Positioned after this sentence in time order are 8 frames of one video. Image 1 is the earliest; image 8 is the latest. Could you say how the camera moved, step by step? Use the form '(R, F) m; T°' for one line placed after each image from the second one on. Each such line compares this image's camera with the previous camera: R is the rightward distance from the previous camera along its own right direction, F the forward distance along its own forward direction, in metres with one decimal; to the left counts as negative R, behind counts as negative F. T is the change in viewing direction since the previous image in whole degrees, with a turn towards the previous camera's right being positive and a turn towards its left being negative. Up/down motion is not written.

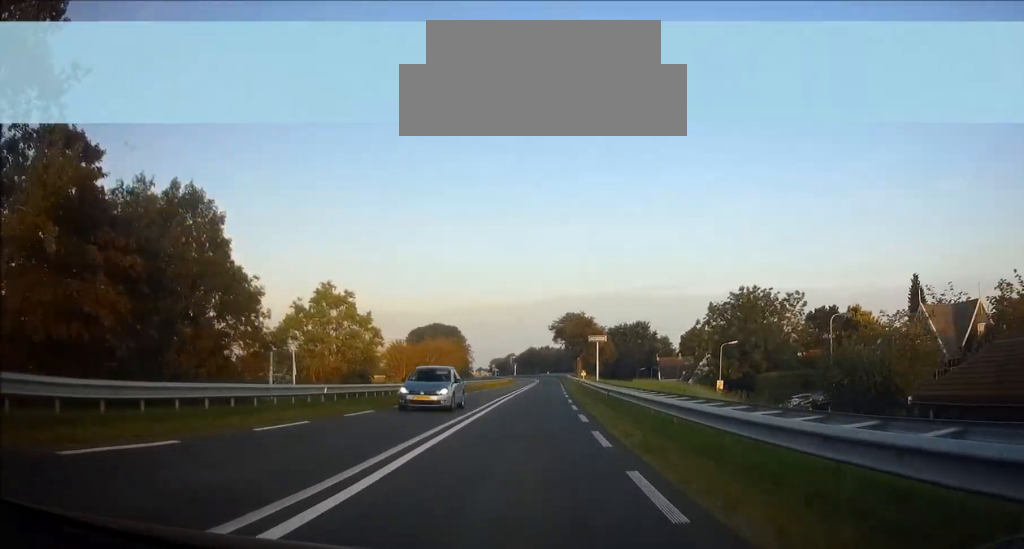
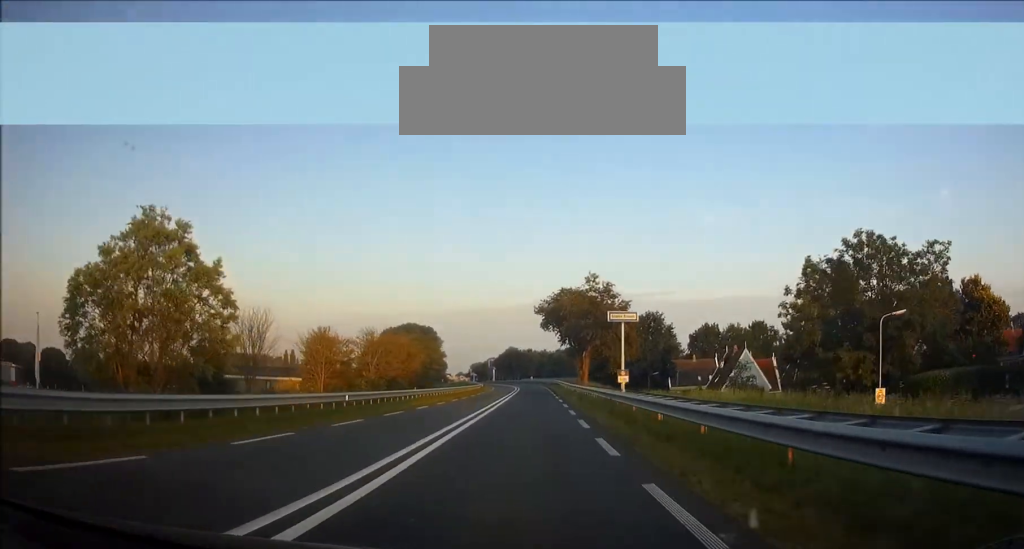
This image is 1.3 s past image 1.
(+0.4, +30.5) m; +1°
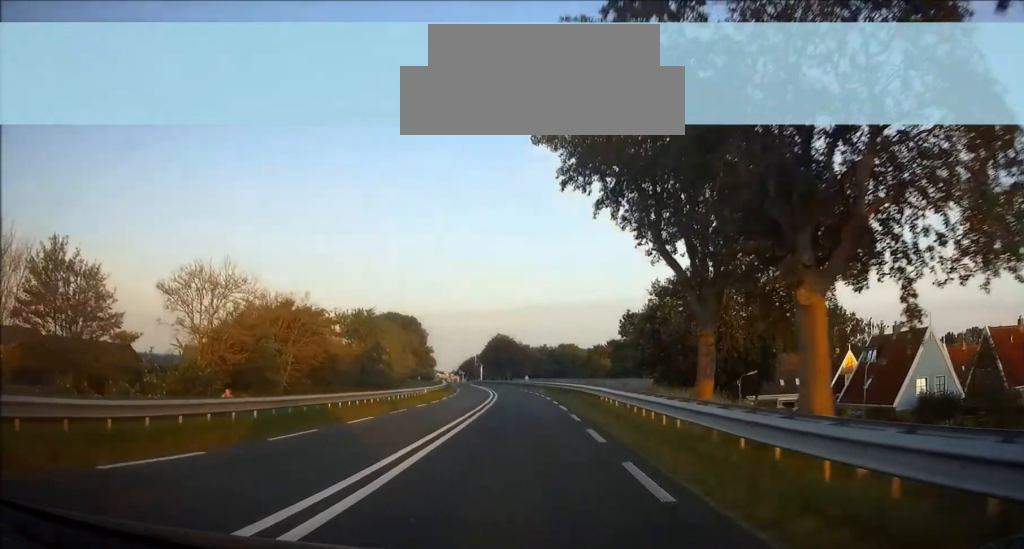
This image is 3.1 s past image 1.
(+0.4, +44.8) m; -1°
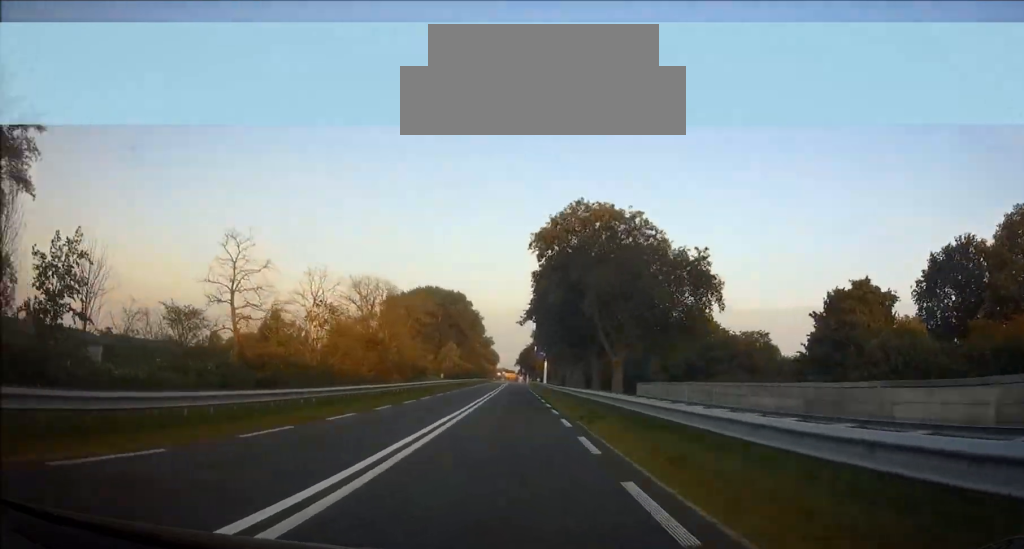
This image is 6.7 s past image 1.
(-4.5, +83.9) m; -6°
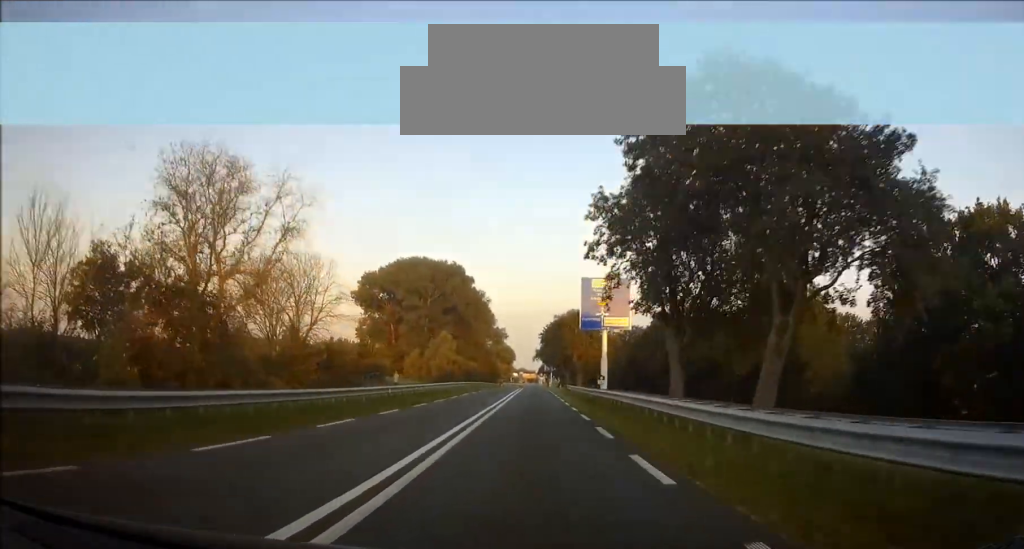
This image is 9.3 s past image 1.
(-1.3, +61.7) m; -2°
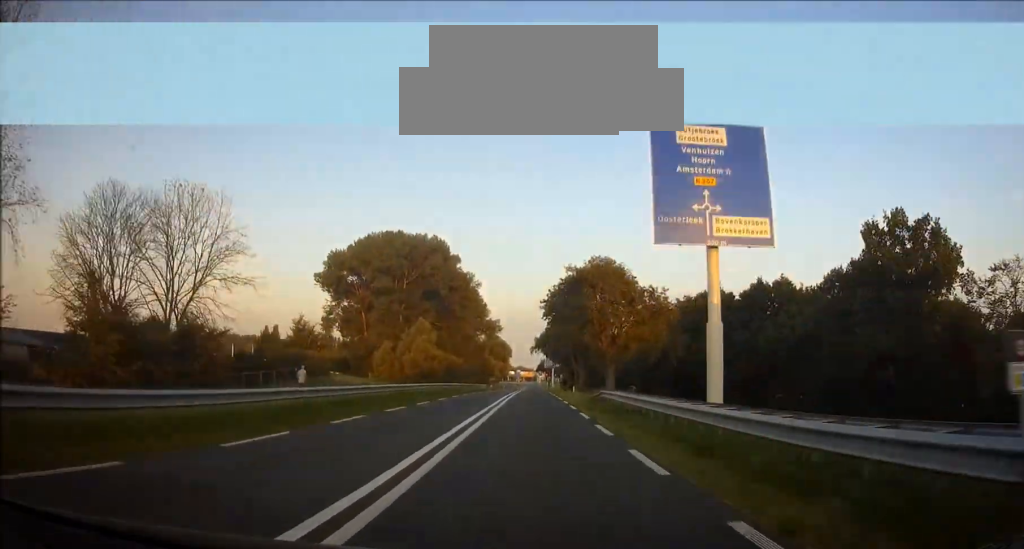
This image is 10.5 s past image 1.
(-0.2, +28.5) m; 0°
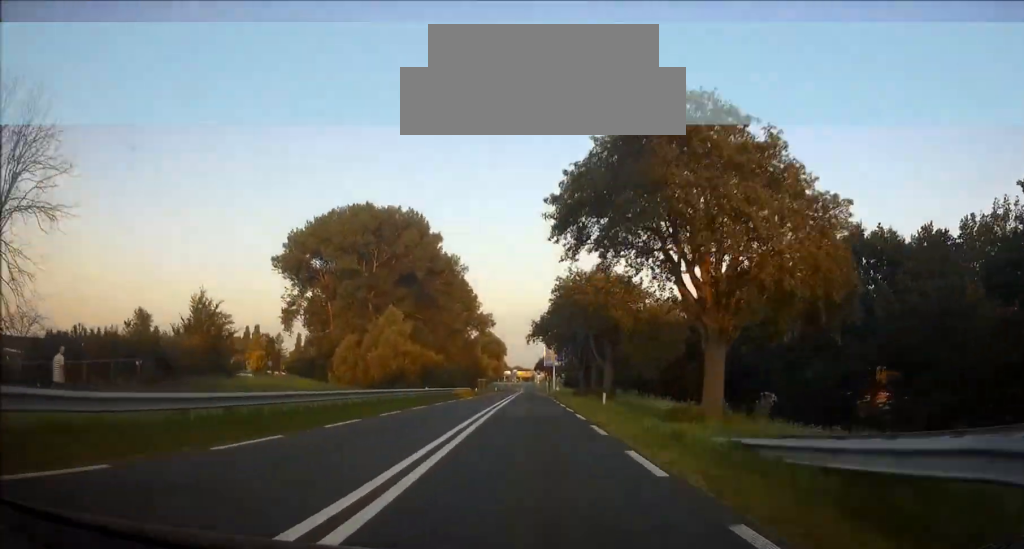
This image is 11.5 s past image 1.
(-0.1, +23.8) m; 0°
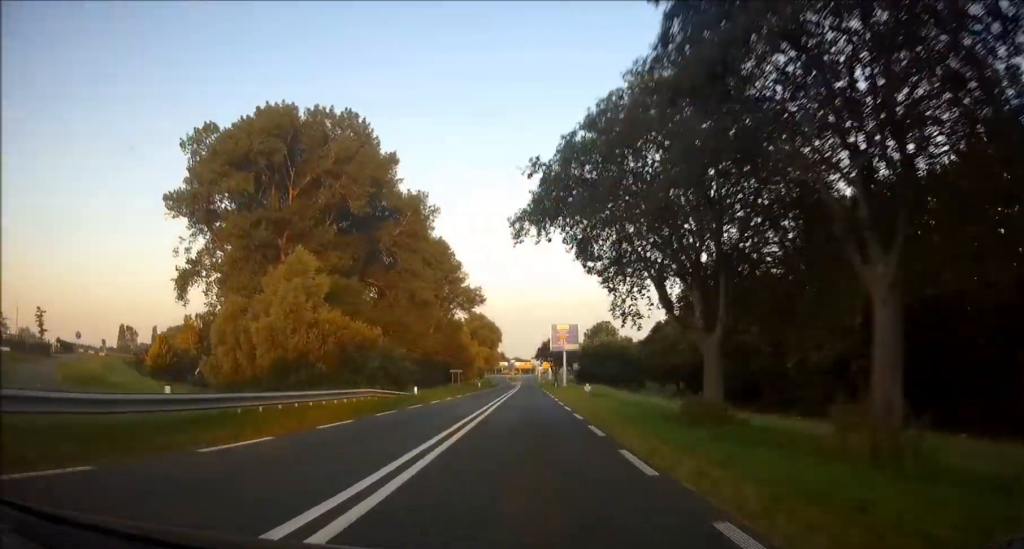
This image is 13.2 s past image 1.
(0.0, +41.3) m; 0°
